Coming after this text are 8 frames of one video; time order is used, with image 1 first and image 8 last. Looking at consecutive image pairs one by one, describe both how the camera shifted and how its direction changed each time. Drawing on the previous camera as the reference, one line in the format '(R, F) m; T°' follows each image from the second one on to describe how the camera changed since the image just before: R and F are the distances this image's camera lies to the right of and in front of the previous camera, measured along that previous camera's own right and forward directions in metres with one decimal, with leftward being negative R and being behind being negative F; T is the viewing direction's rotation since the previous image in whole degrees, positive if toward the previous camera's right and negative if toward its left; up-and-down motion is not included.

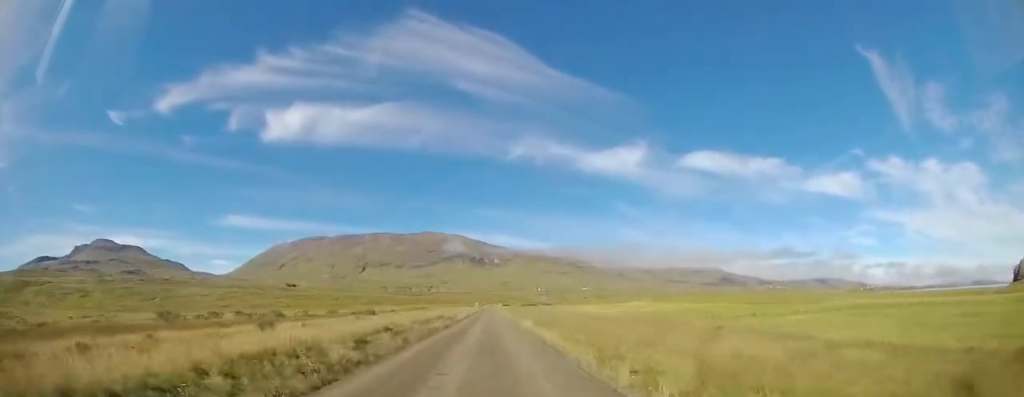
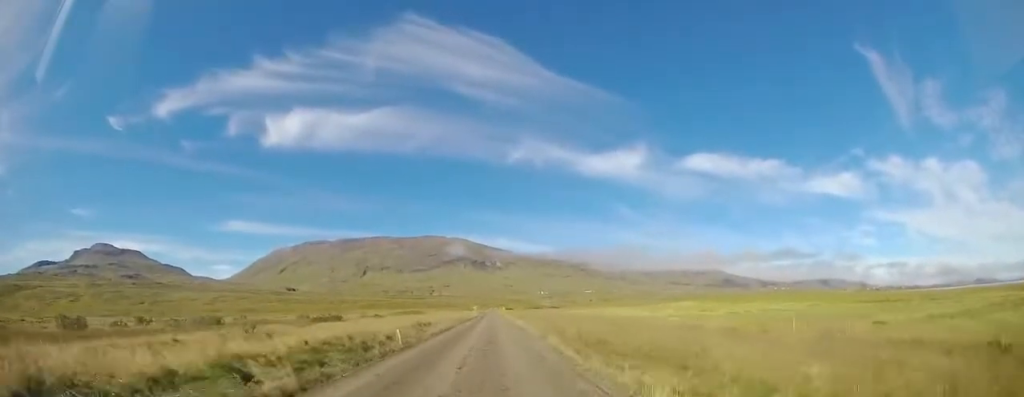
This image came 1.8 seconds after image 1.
(+0.9, +24.8) m; +1°
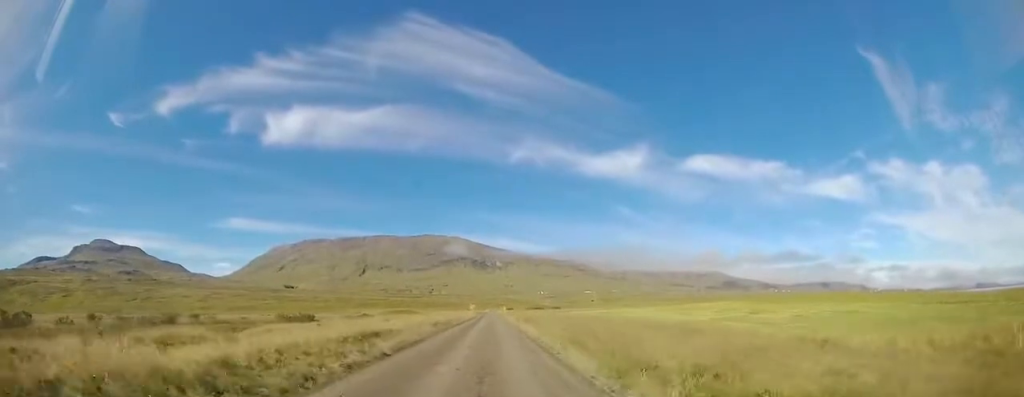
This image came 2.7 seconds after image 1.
(-0.1, +12.9) m; +1°
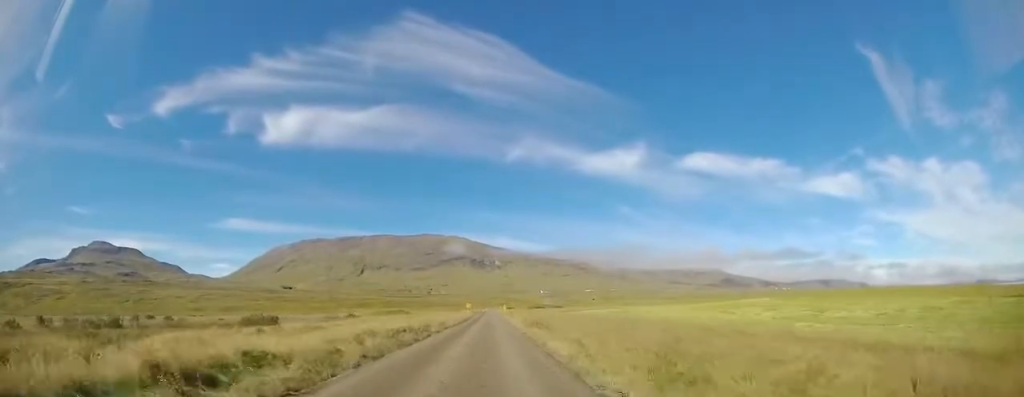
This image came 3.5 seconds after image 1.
(+0.2, +12.0) m; 0°
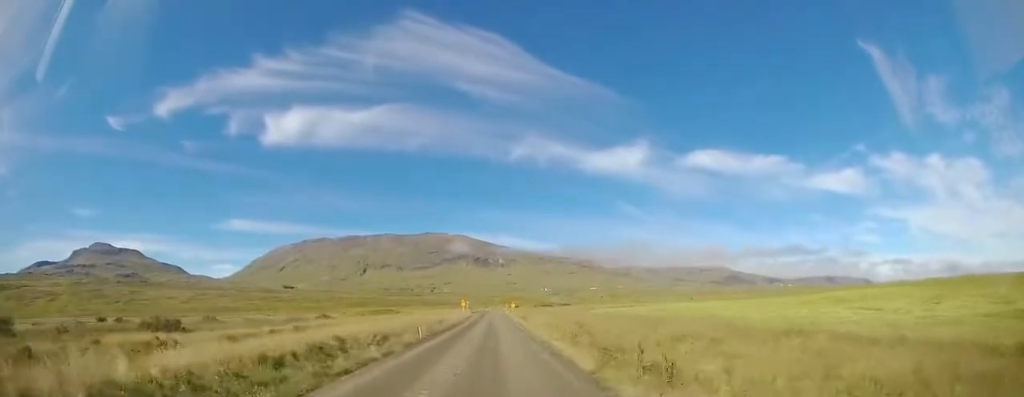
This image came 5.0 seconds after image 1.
(-0.4, +21.5) m; 0°
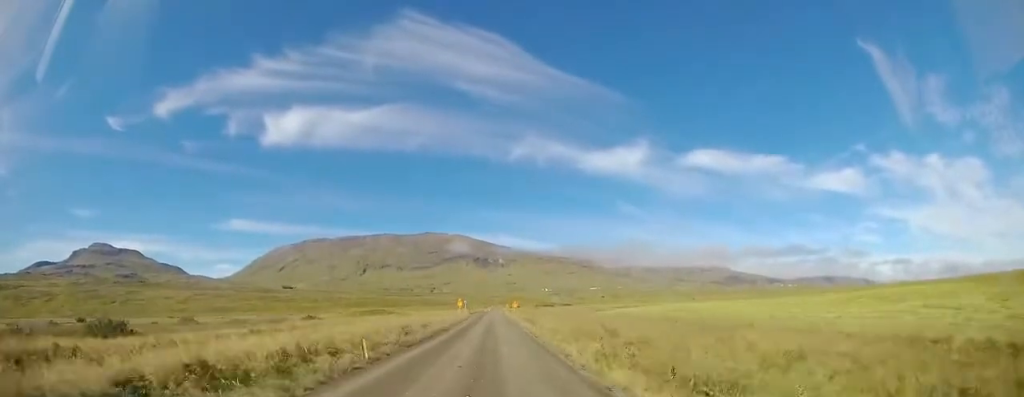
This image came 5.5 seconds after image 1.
(+0.3, +7.7) m; 0°
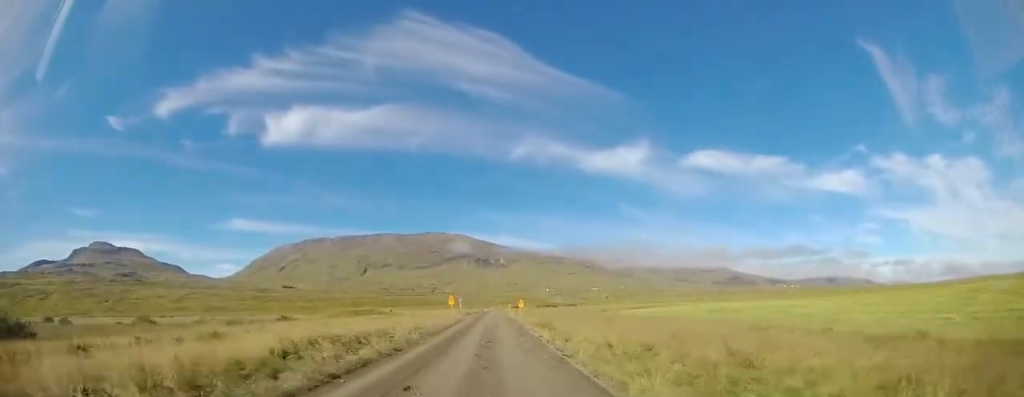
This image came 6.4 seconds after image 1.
(+0.1, +12.0) m; -1°
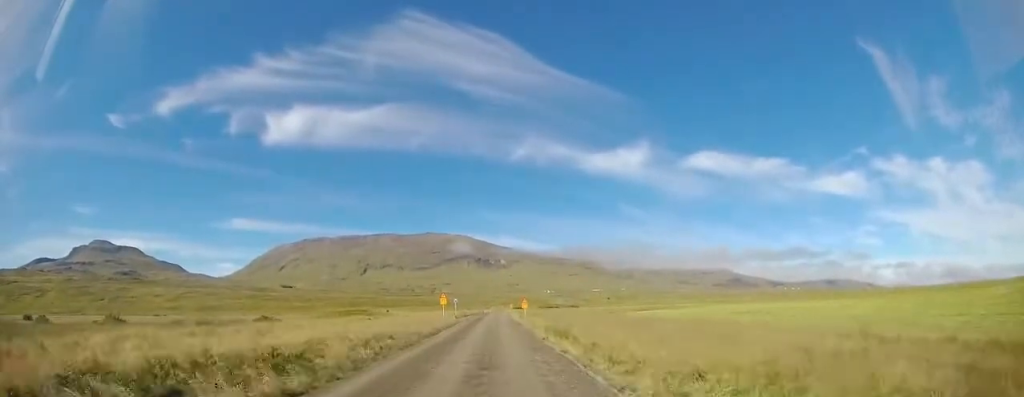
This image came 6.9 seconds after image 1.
(-0.2, +7.2) m; -1°
